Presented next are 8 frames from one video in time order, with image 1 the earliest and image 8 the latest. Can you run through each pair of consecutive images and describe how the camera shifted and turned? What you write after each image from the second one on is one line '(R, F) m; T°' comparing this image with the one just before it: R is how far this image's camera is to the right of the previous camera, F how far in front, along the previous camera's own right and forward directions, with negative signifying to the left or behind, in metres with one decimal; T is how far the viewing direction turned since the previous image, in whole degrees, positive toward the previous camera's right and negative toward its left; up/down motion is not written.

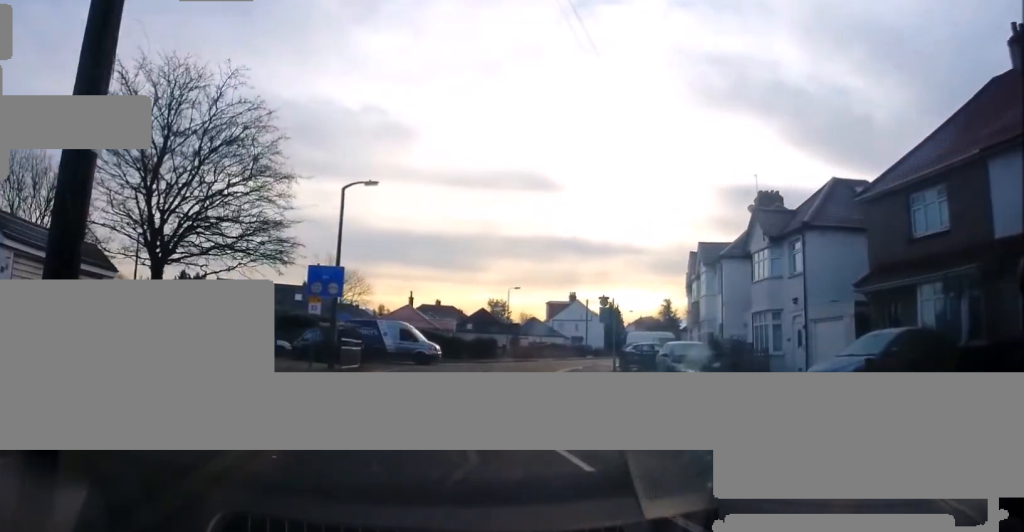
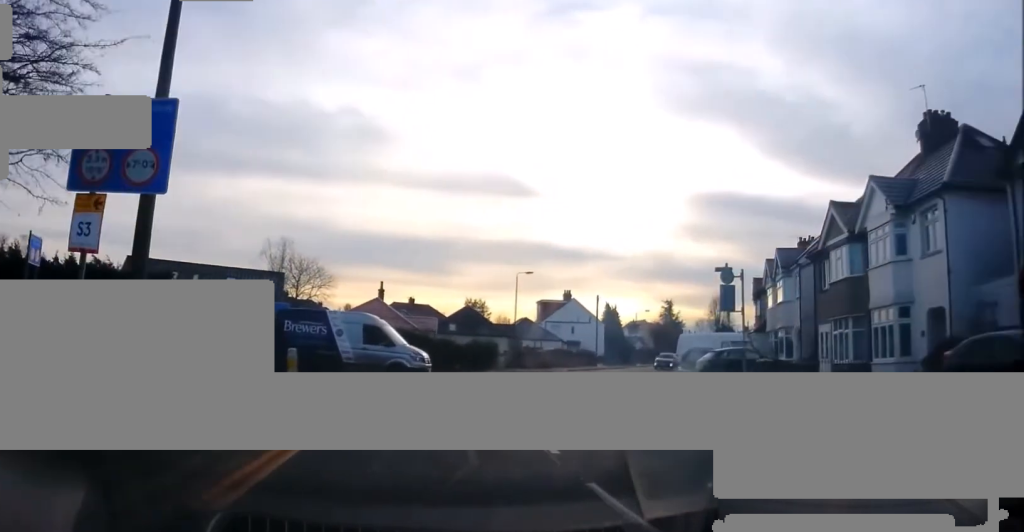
(+1.2, +16.1) m; +8°
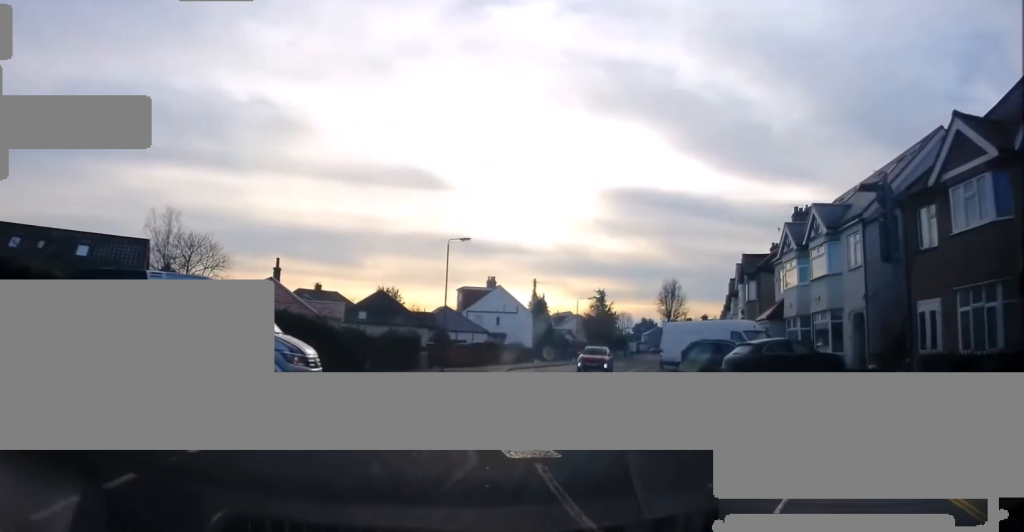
(+0.4, +11.0) m; +5°
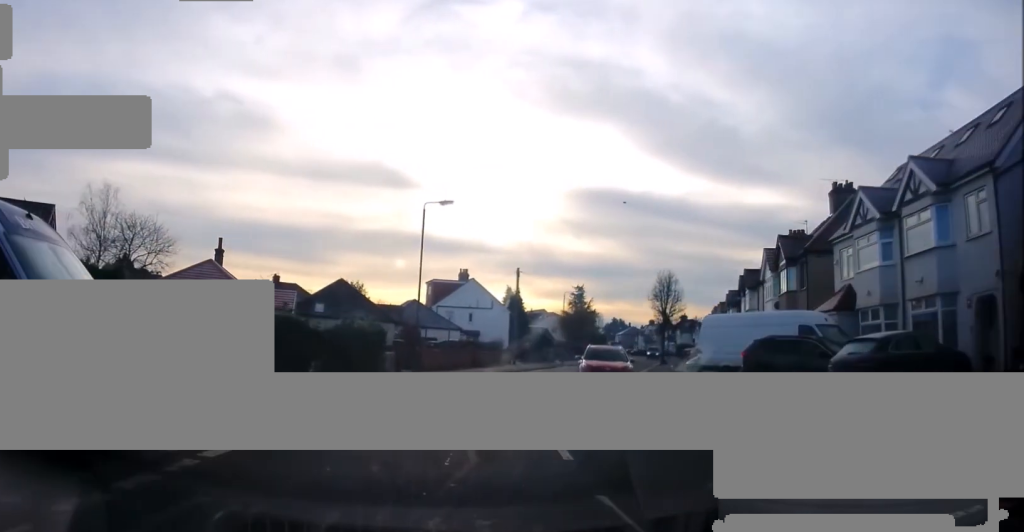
(+0.3, +7.7) m; +3°
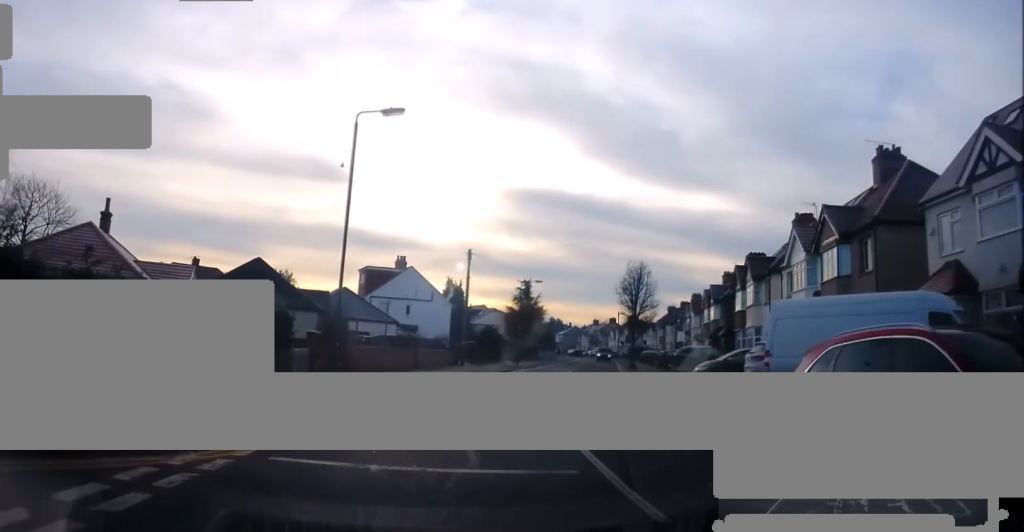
(+0.3, +8.9) m; +6°
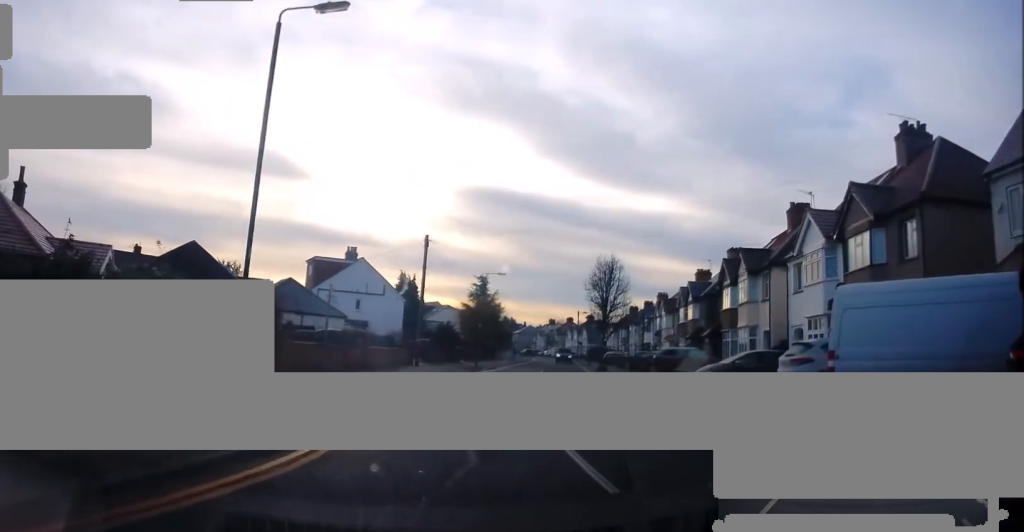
(+0.1, +4.7) m; +3°
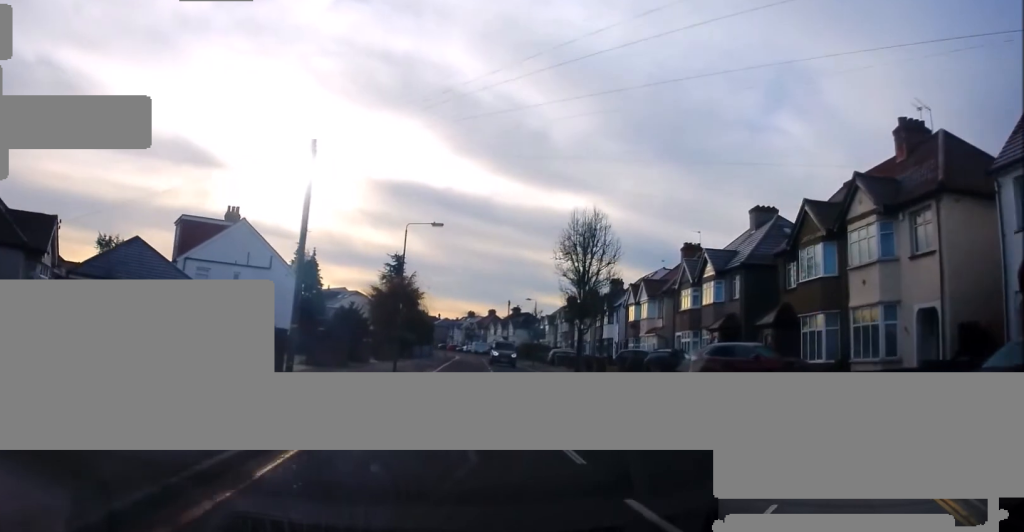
(+1.0, +15.9) m; +5°
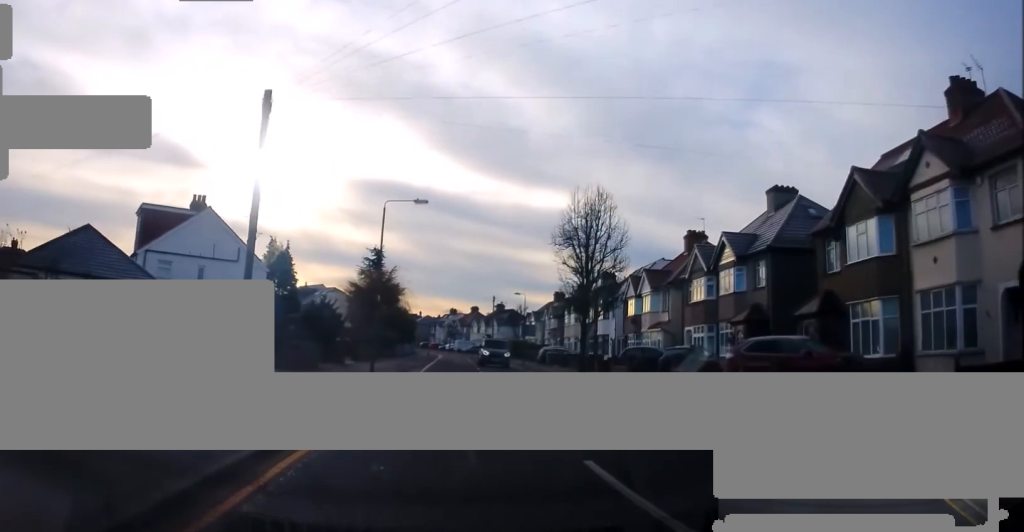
(+0.1, +4.4) m; +2°
